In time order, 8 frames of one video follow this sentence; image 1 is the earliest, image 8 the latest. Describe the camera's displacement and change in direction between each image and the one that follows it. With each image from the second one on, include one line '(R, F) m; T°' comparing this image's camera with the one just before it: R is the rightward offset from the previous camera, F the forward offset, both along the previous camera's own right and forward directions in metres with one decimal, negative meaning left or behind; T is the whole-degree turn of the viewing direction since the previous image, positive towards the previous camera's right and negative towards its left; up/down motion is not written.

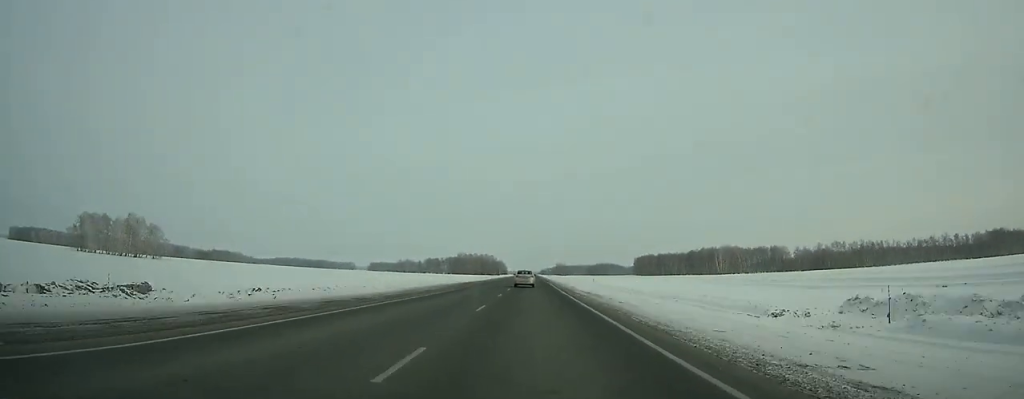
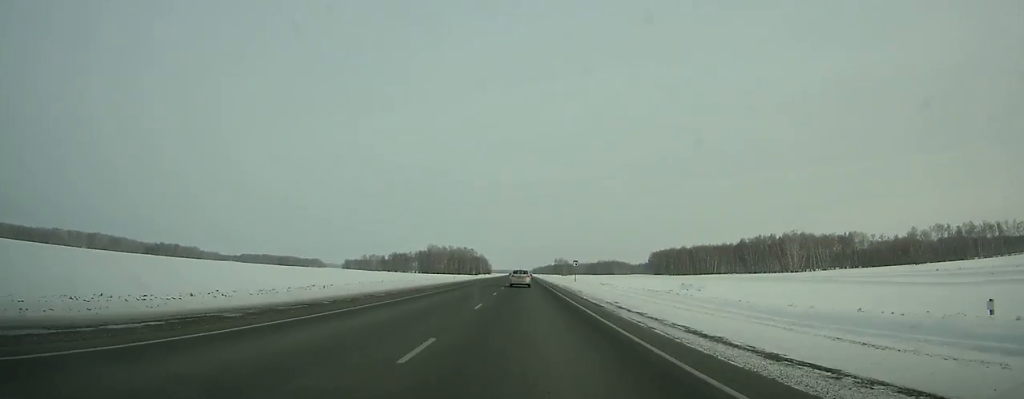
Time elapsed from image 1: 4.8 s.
(+0.8, +142.5) m; 0°
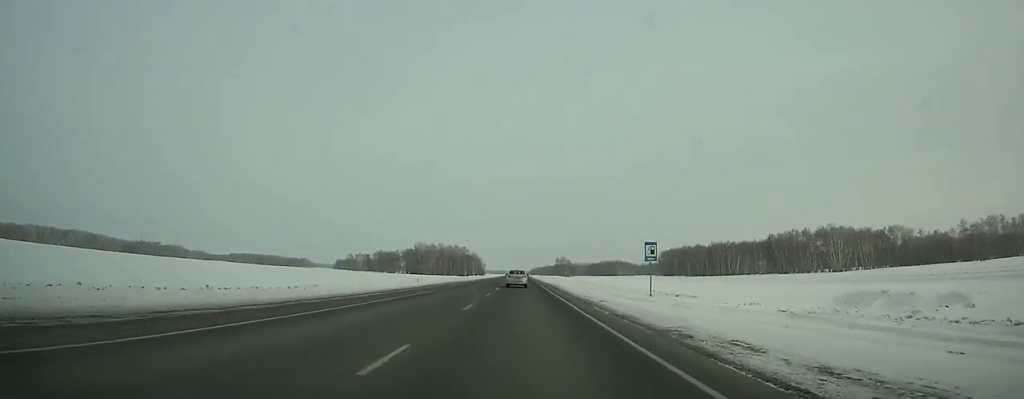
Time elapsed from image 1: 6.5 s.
(0.0, +50.3) m; 0°
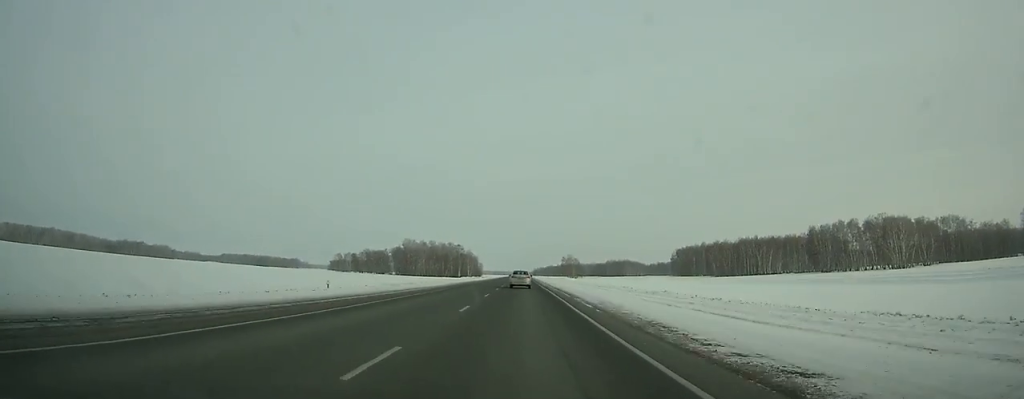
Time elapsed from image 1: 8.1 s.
(0.0, +47.4) m; 0°
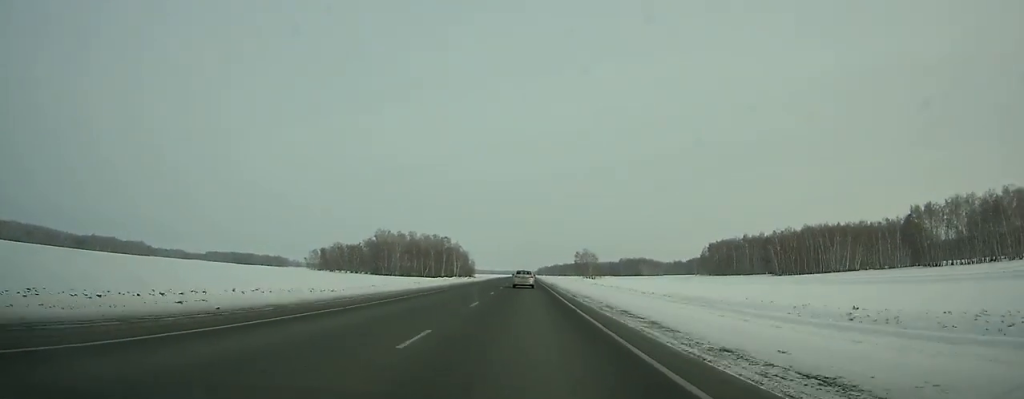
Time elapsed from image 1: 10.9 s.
(0.0, +82.5) m; 0°
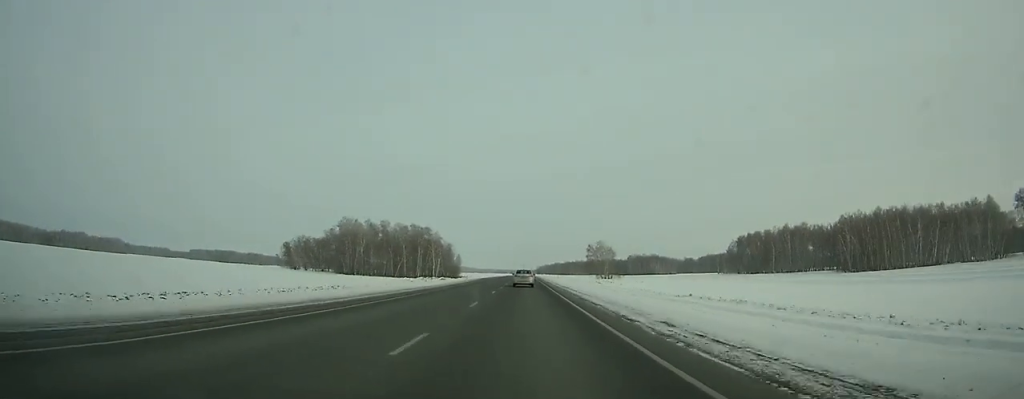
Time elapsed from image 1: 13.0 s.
(0.0, +61.4) m; 0°
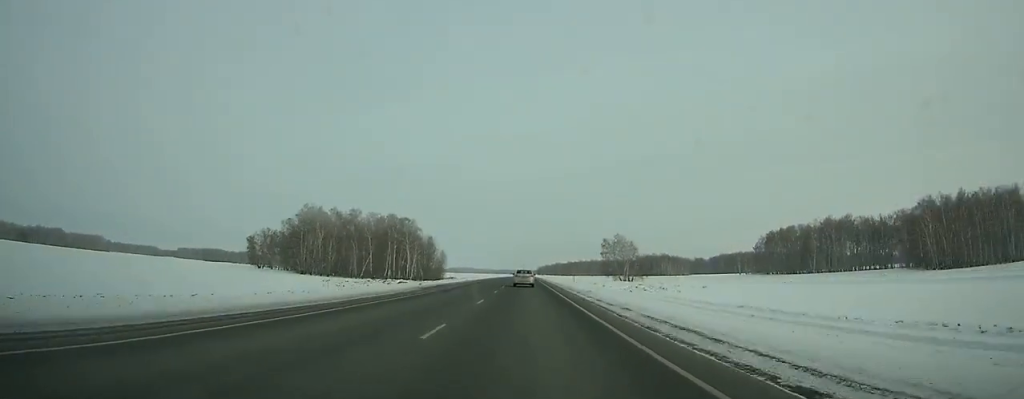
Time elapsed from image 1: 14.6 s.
(+0.1, +46.0) m; 0°
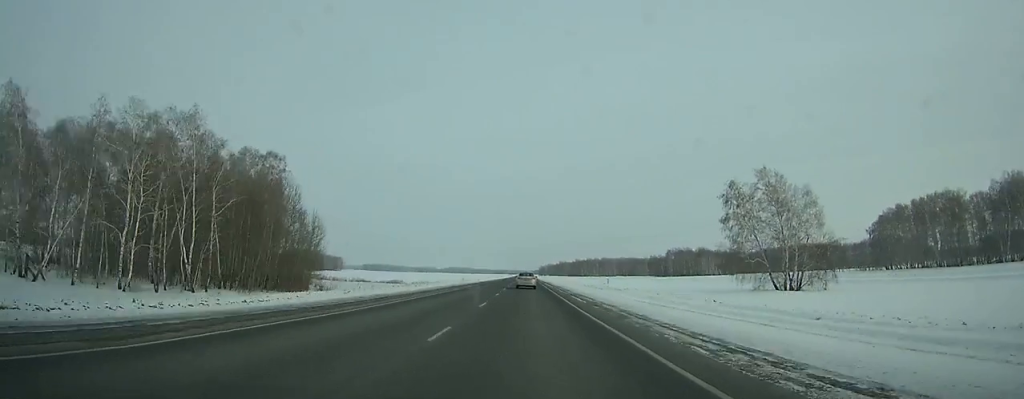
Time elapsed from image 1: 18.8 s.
(-0.1, +119.9) m; 0°
